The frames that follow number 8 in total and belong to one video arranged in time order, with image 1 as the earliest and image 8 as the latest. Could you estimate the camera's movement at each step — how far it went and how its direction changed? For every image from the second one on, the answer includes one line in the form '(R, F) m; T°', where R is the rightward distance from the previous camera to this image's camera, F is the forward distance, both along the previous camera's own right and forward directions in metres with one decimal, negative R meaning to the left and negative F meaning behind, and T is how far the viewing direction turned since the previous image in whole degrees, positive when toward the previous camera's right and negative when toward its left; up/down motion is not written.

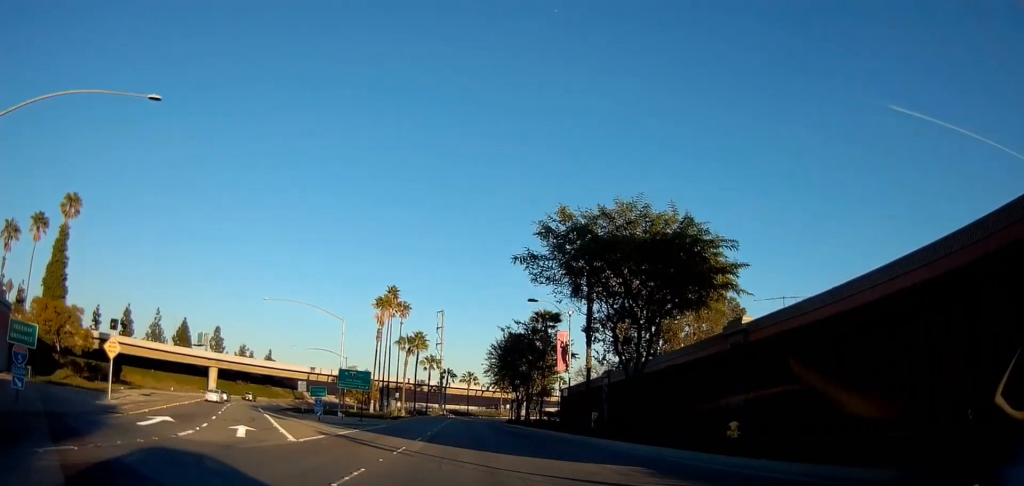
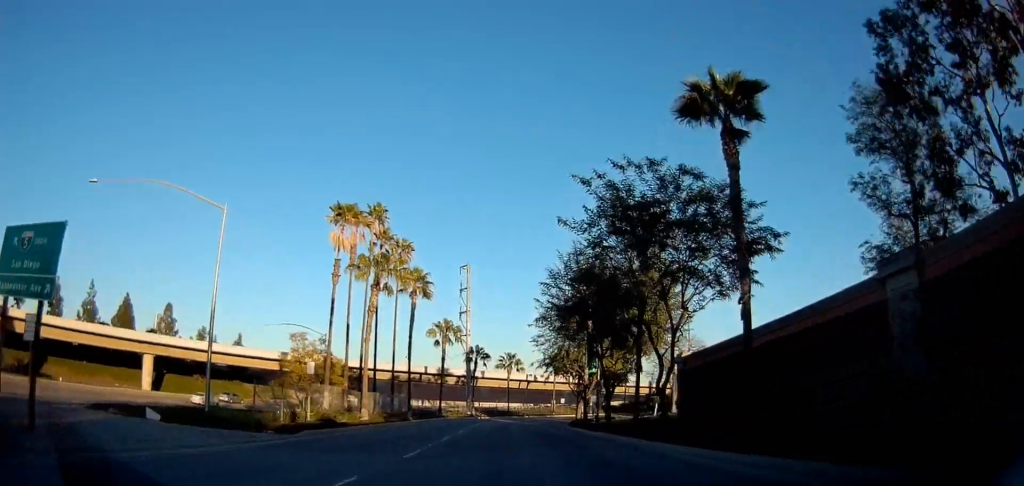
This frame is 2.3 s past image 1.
(-2.7, +38.5) m; -6°
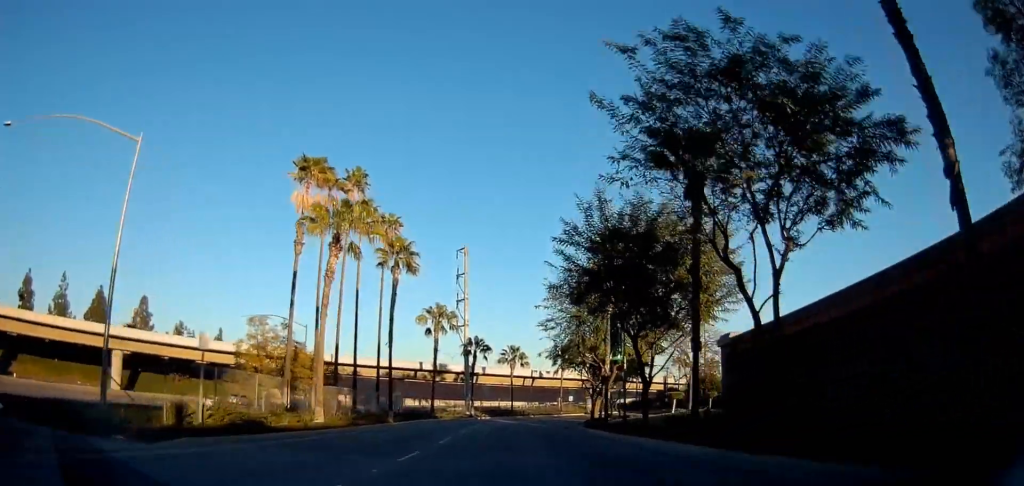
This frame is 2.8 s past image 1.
(0.0, +9.1) m; -1°
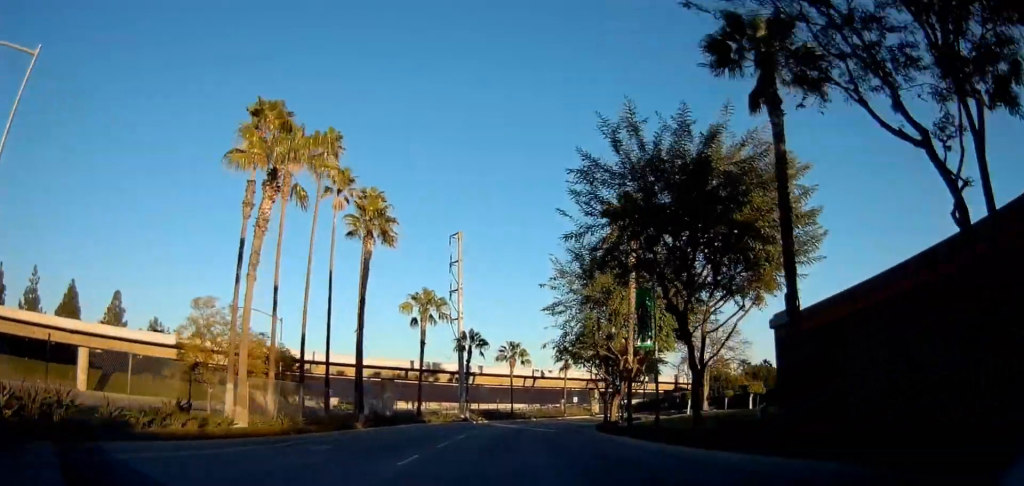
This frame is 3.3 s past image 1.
(-0.2, +7.9) m; 0°
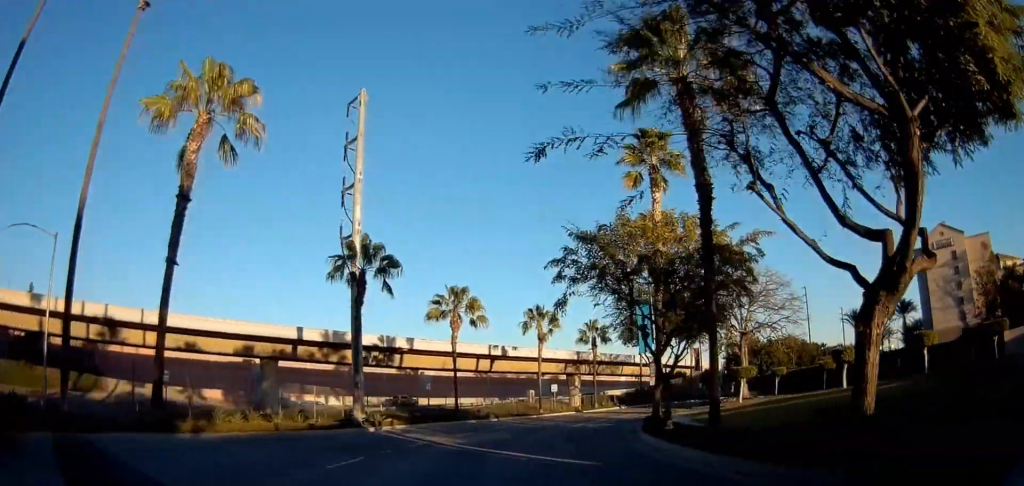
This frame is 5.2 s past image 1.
(+0.9, +31.5) m; +4°
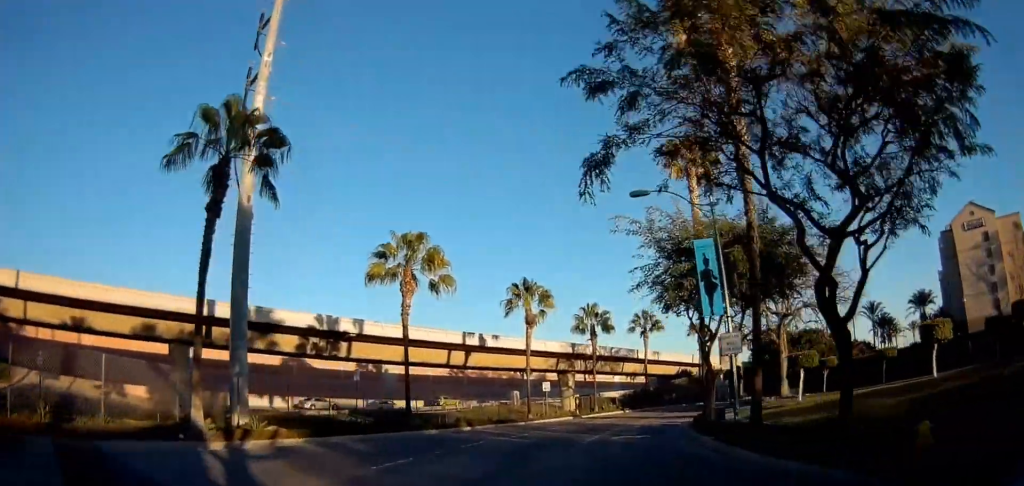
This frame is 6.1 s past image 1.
(+0.3, +14.1) m; +3°
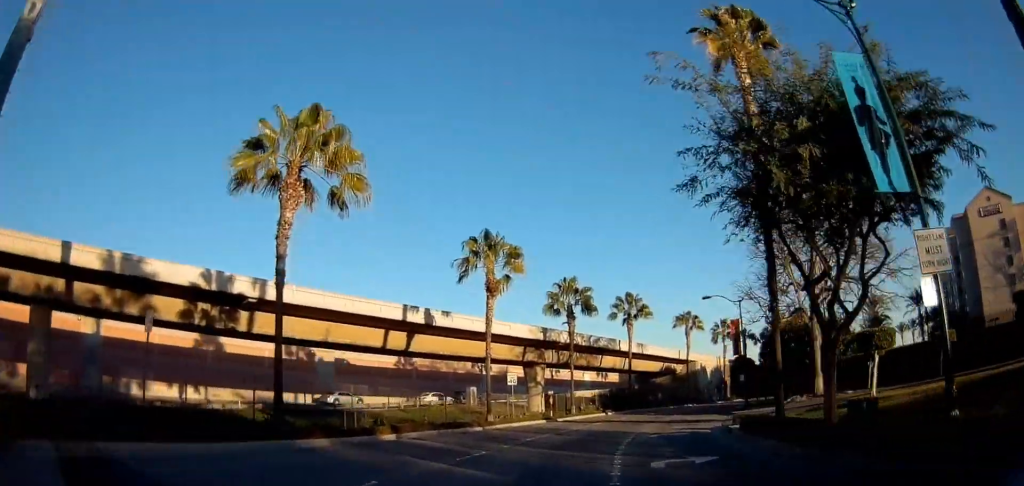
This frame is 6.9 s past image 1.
(+0.3, +12.6) m; +3°
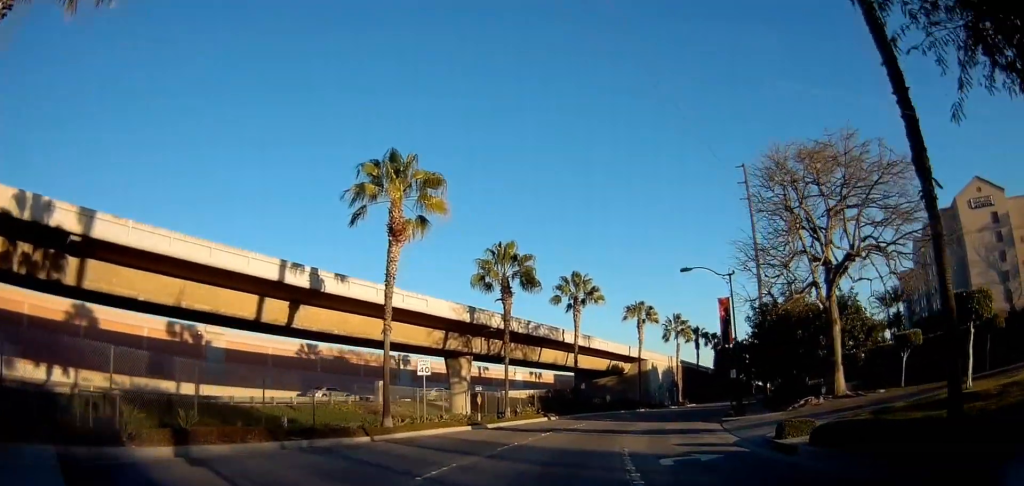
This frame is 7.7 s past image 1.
(+0.2, +11.3) m; +4°
